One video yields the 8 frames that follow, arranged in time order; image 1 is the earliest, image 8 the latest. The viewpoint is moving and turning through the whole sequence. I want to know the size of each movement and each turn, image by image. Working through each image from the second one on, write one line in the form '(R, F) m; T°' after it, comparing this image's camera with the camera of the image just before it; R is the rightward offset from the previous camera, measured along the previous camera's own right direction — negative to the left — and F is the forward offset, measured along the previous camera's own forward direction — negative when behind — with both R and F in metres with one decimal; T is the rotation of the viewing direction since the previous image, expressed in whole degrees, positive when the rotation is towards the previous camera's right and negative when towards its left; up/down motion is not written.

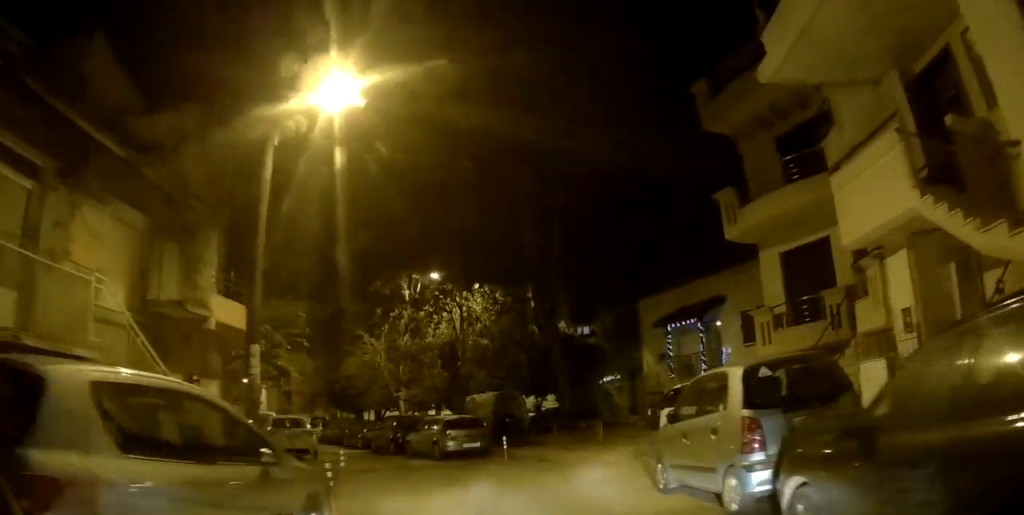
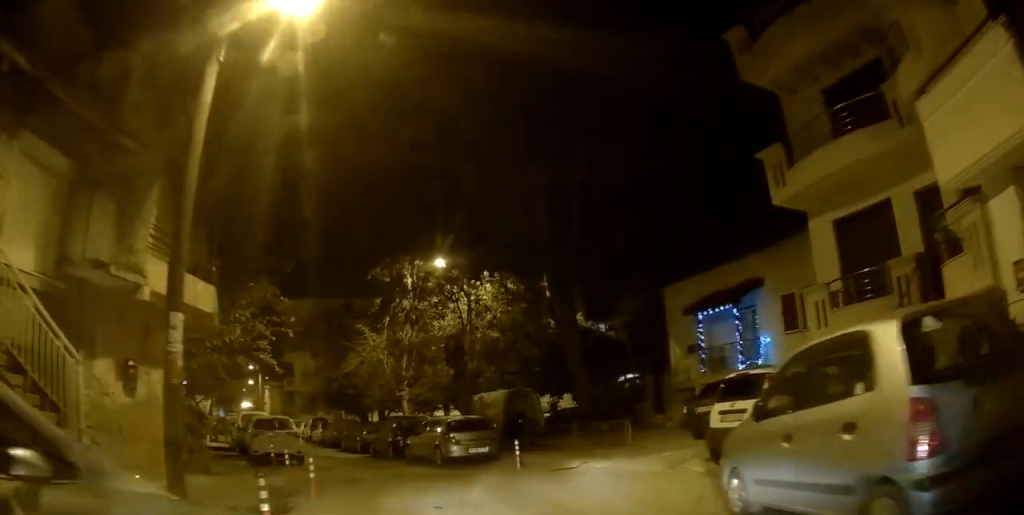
(-0.1, +2.4) m; -7°
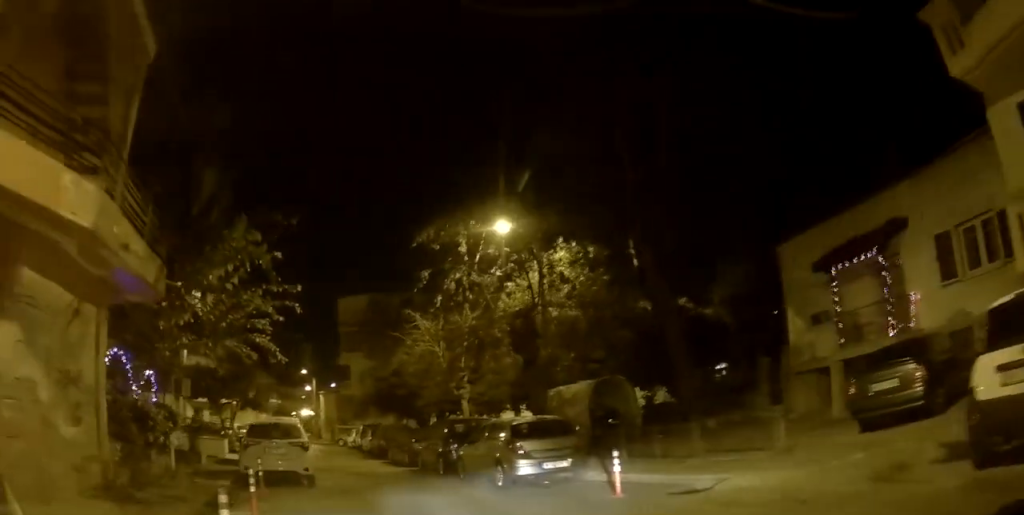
(-0.7, +4.7) m; -10°
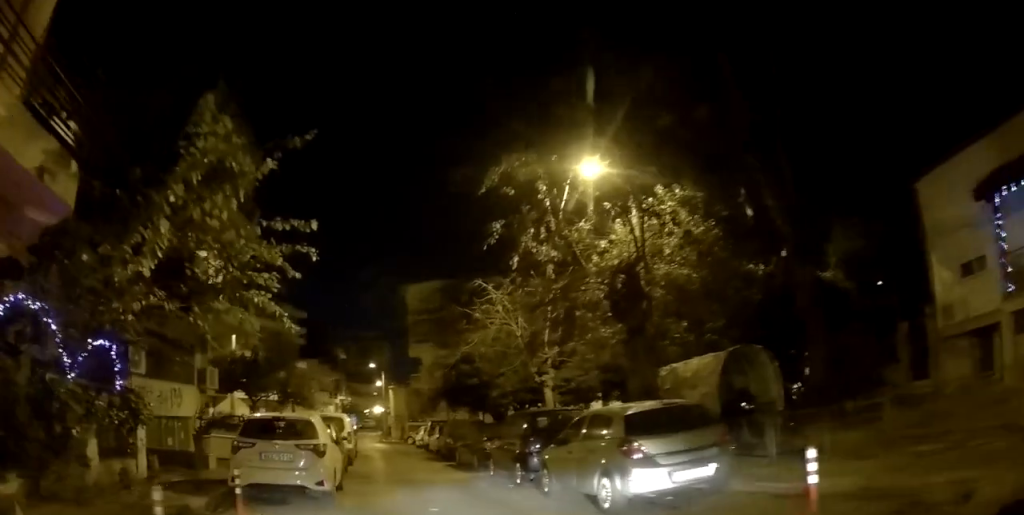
(-0.2, +3.8) m; -6°
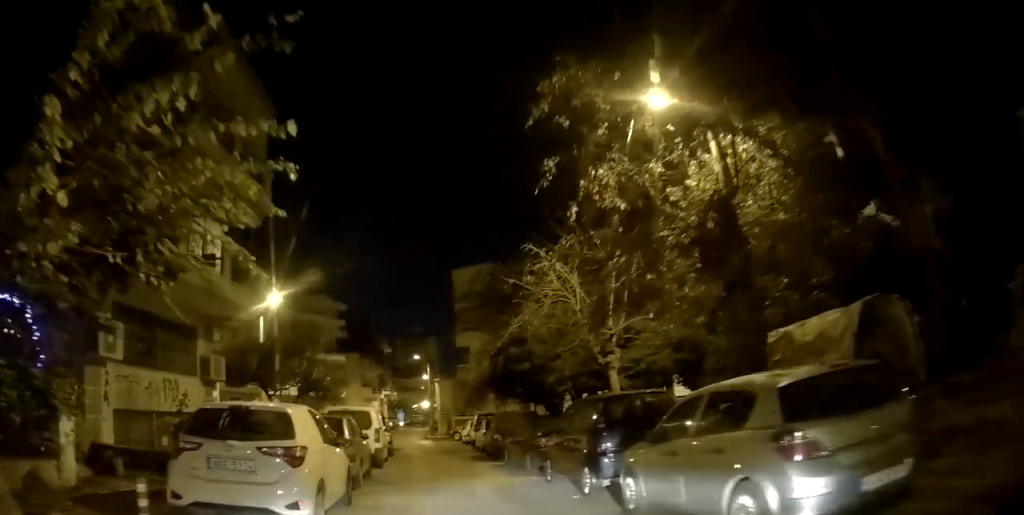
(+0.3, +2.9) m; -5°
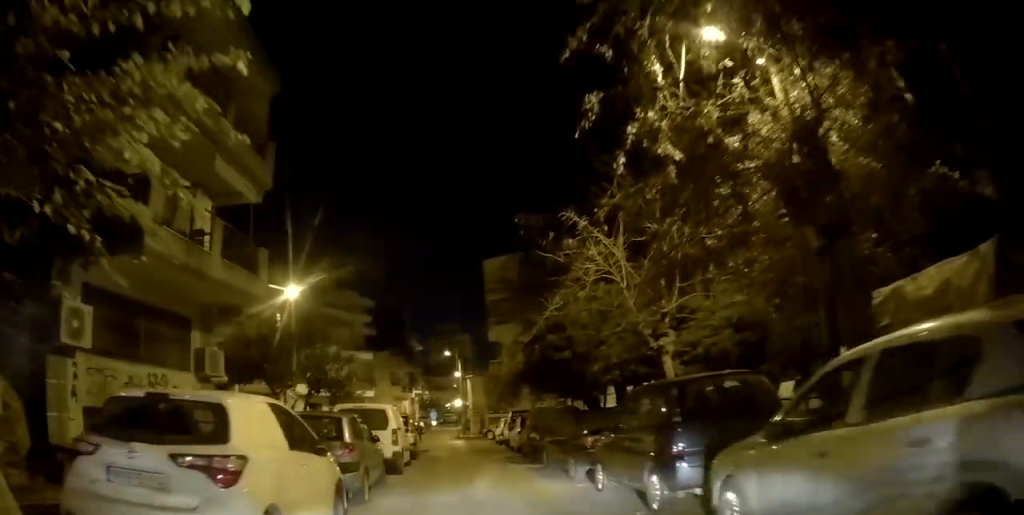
(-0.4, +2.1) m; -3°
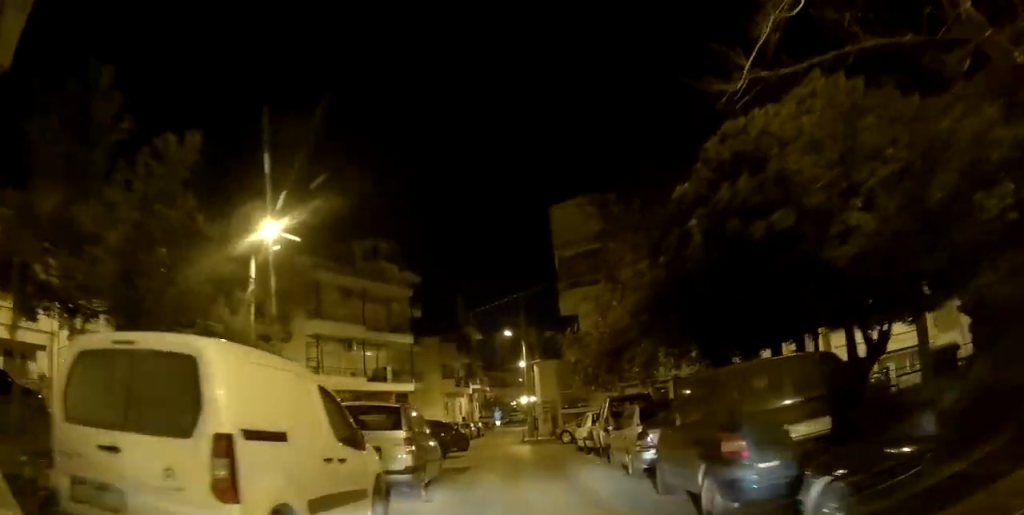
(-0.7, +10.2) m; -8°
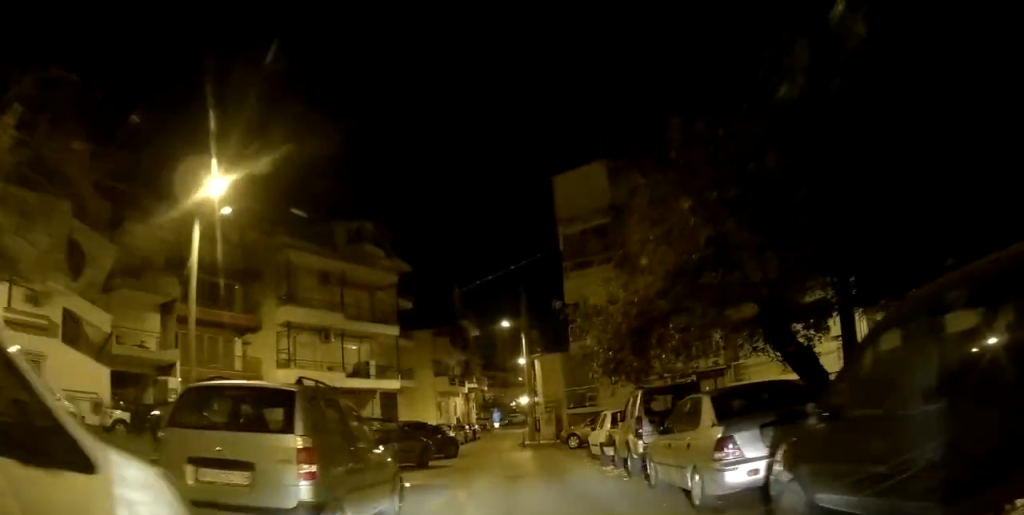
(-0.1, +3.9) m; -7°
